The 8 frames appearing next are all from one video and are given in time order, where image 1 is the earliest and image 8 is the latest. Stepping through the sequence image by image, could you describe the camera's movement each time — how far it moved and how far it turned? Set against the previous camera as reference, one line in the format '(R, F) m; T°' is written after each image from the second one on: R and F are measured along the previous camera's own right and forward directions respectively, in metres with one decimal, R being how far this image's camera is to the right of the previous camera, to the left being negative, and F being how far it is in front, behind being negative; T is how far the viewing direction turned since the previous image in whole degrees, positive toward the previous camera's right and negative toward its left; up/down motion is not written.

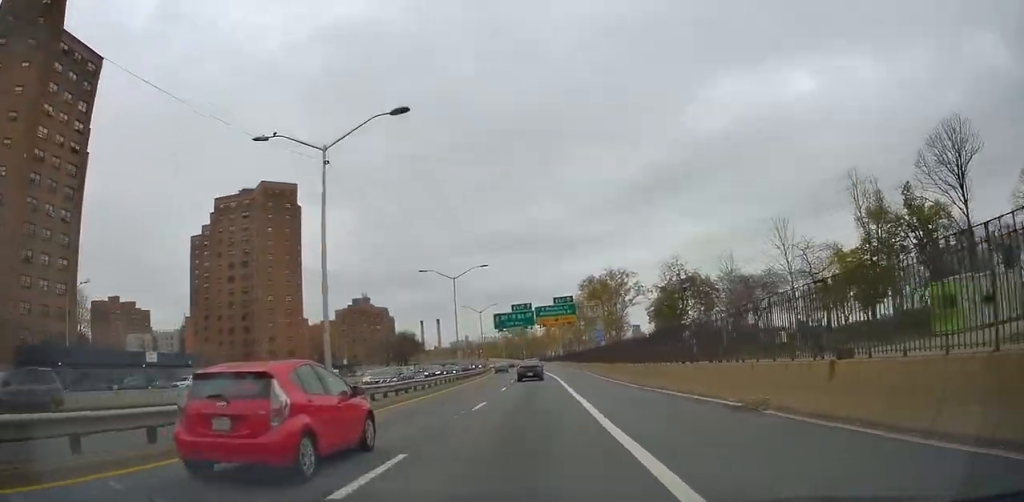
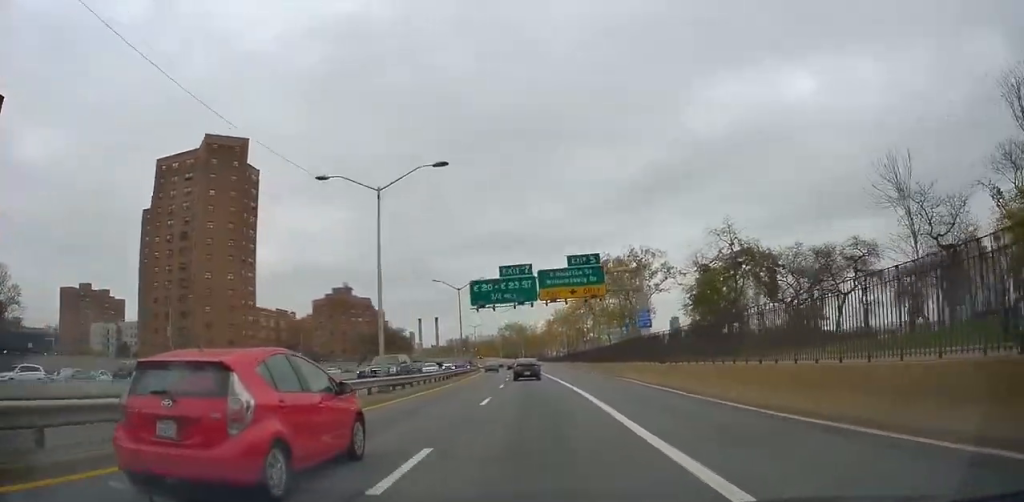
(+0.2, +24.7) m; 0°
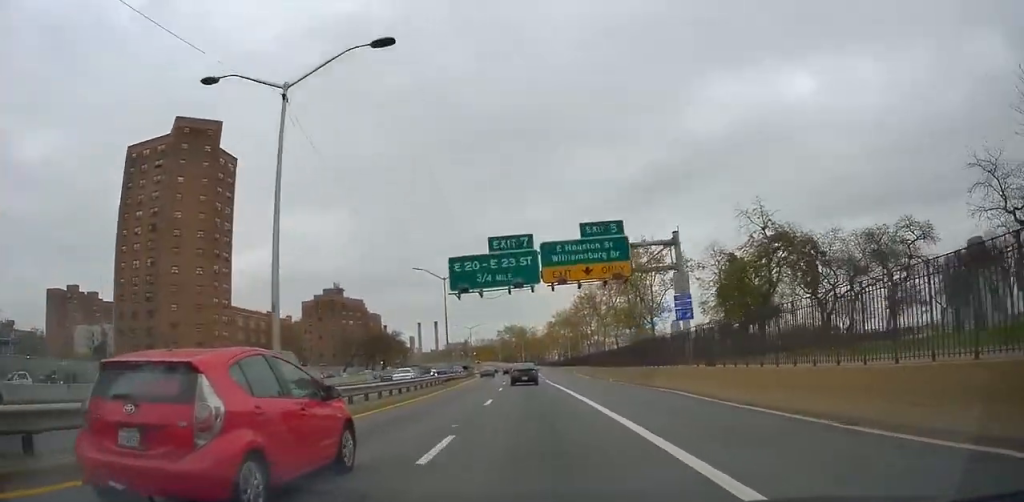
(0.0, +10.2) m; 0°
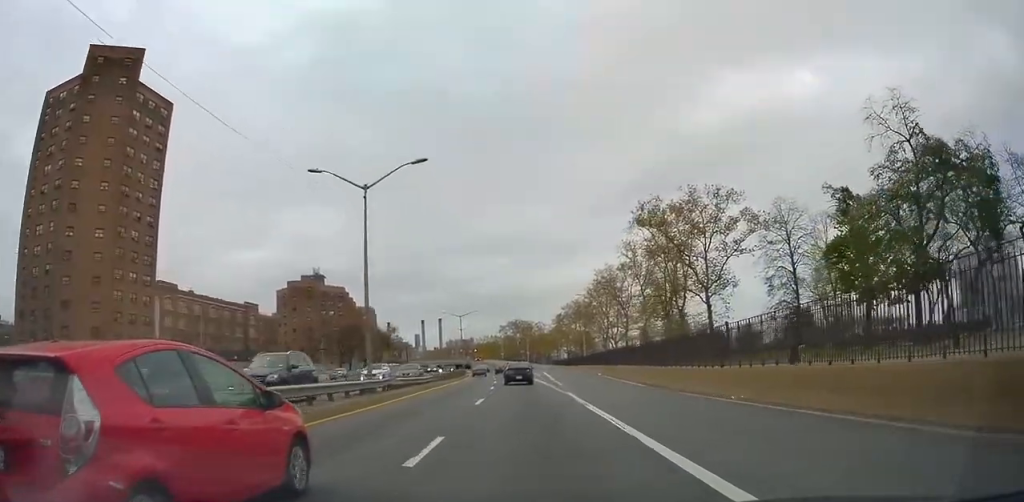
(-0.2, +25.3) m; 0°
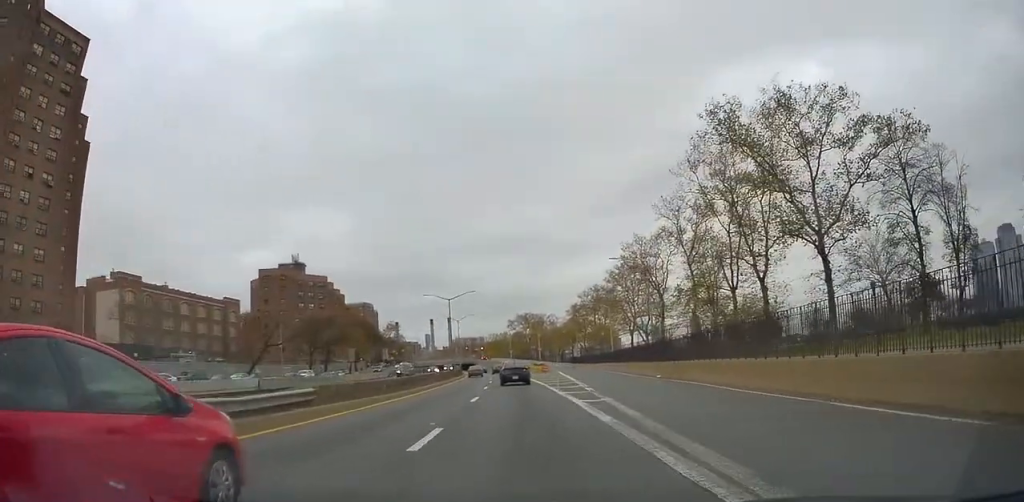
(-0.1, +24.0) m; 0°
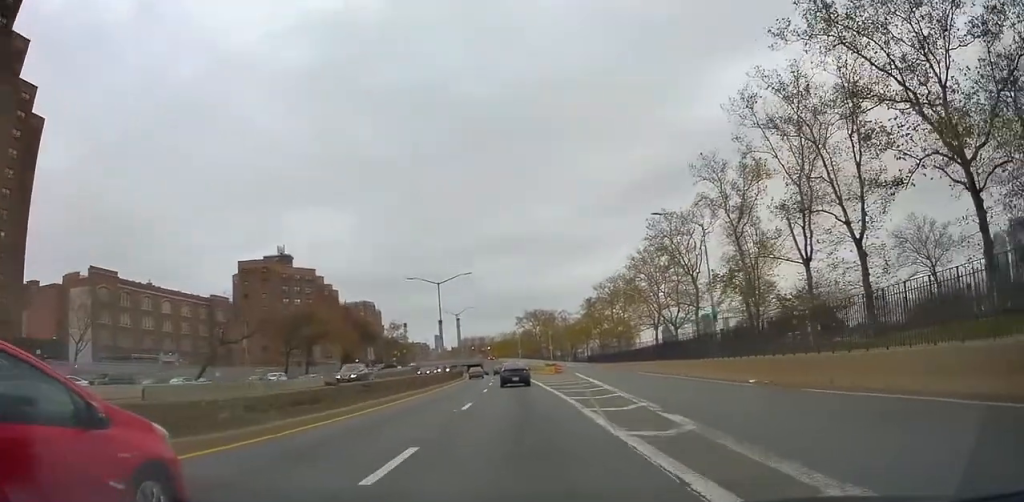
(-0.1, +14.9) m; 0°
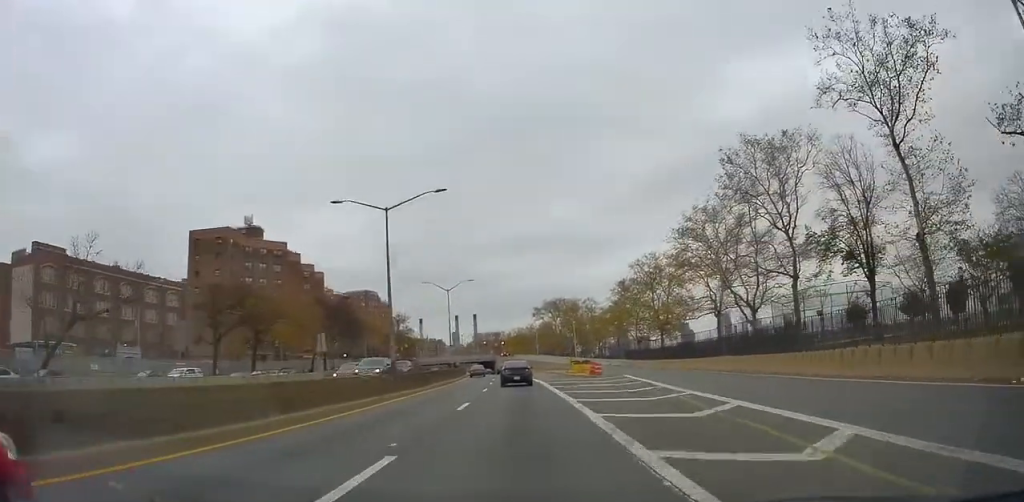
(+0.1, +26.3) m; -1°
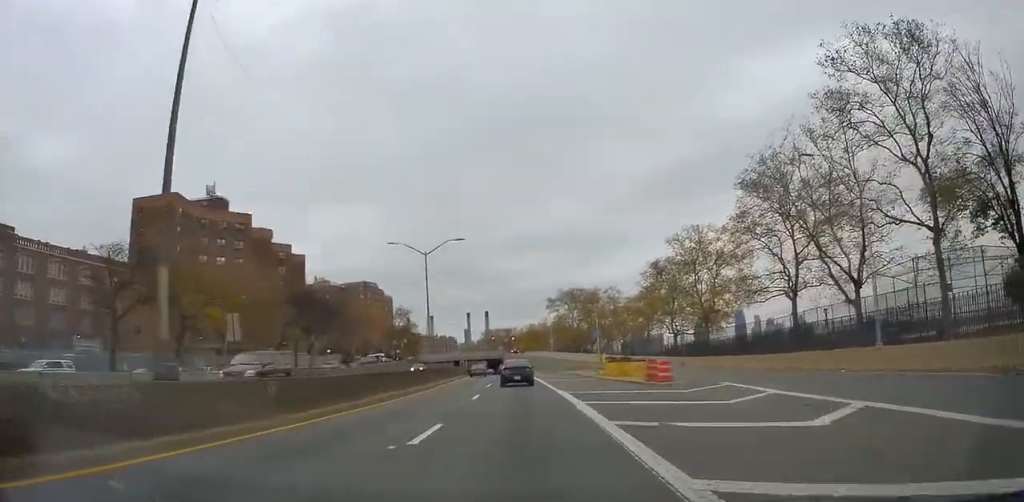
(-0.5, +20.0) m; -2°
